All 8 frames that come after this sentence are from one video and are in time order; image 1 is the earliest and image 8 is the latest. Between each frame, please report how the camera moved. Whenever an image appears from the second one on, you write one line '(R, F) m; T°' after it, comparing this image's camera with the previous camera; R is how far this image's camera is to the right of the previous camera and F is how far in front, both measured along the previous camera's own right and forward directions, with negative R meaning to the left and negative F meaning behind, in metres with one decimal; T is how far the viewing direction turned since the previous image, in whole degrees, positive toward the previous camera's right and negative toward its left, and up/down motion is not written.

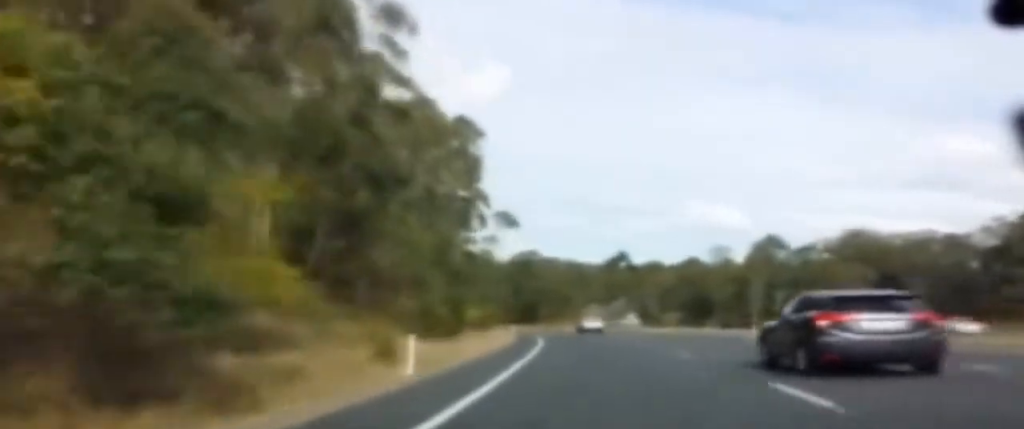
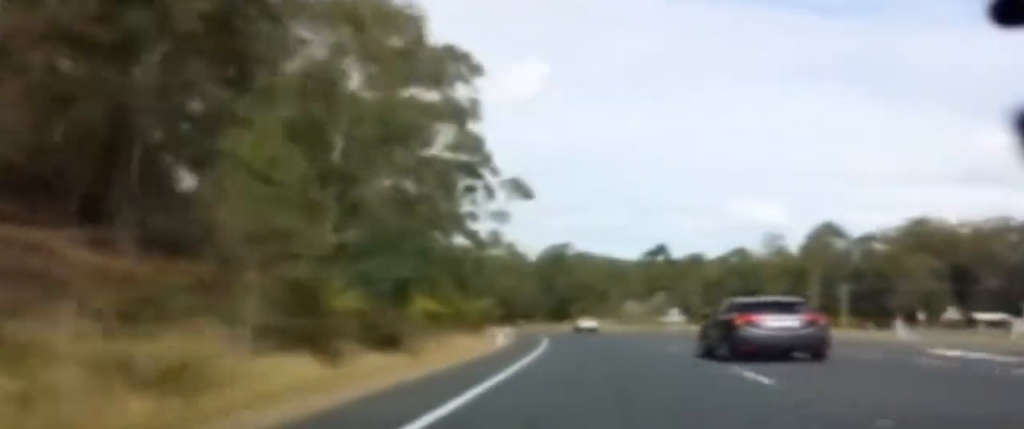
(-0.5, +20.6) m; -1°
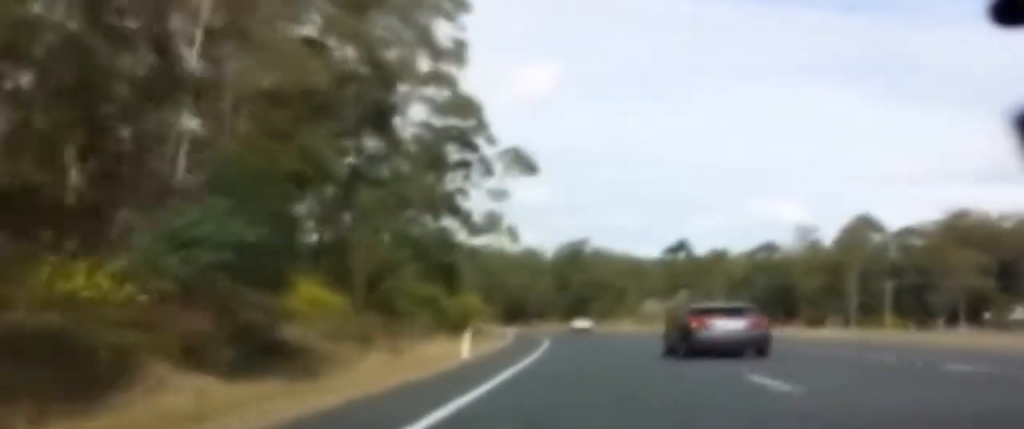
(-0.1, +13.0) m; -1°
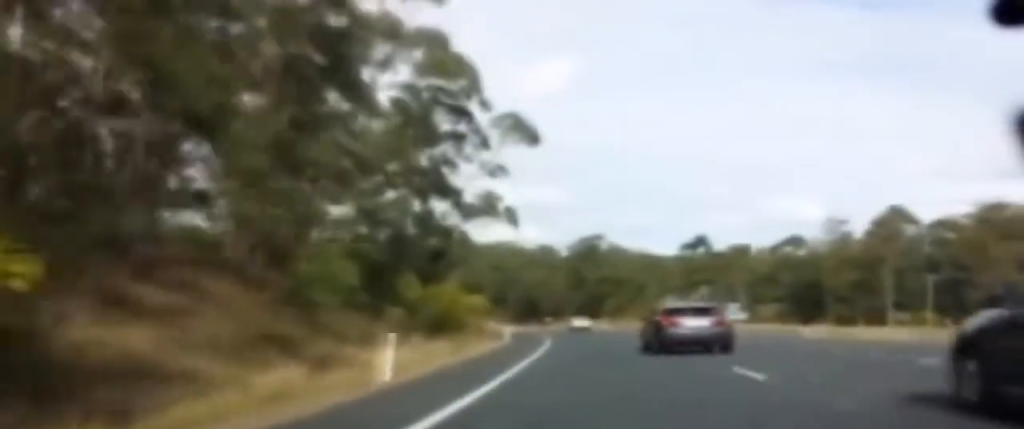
(+0.1, +9.9) m; -1°
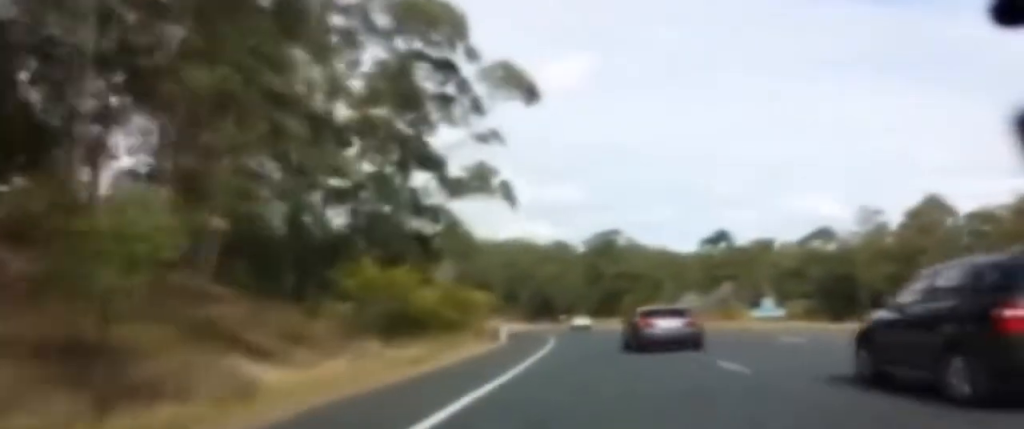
(-0.2, +10.0) m; -1°
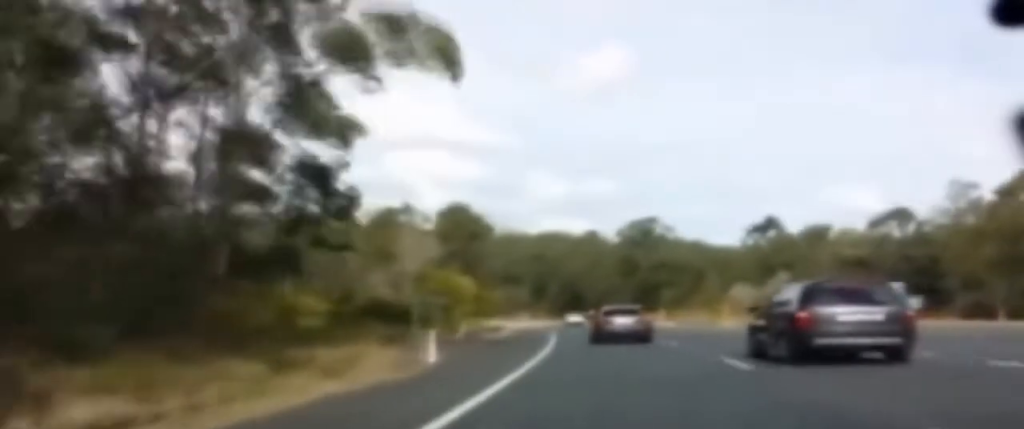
(-0.6, +24.1) m; -2°
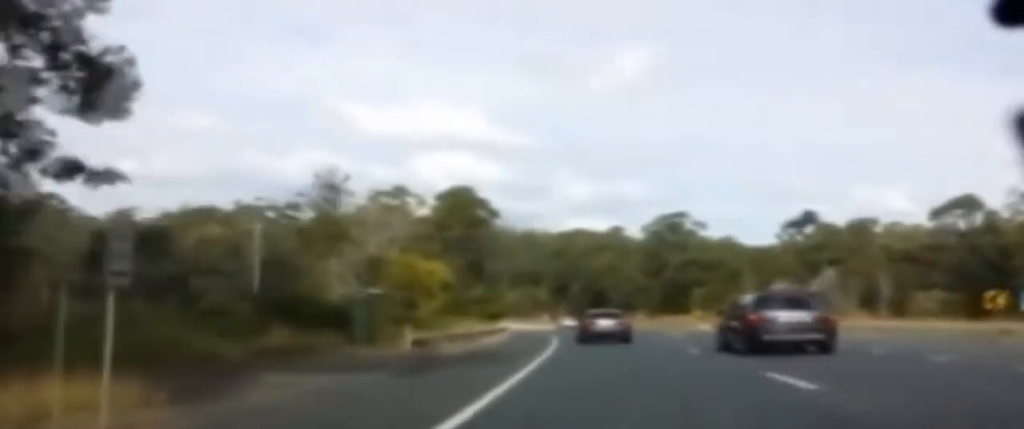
(-0.1, +16.4) m; -2°
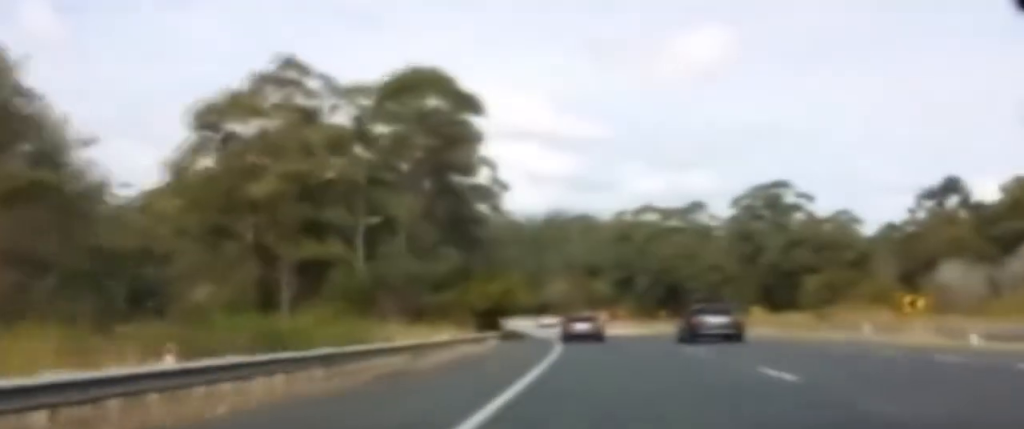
(-1.0, +45.6) m; -3°
